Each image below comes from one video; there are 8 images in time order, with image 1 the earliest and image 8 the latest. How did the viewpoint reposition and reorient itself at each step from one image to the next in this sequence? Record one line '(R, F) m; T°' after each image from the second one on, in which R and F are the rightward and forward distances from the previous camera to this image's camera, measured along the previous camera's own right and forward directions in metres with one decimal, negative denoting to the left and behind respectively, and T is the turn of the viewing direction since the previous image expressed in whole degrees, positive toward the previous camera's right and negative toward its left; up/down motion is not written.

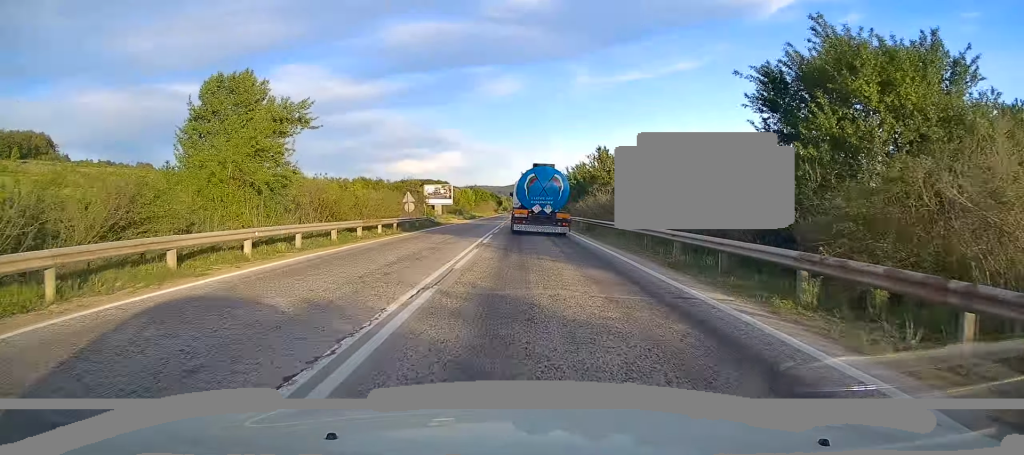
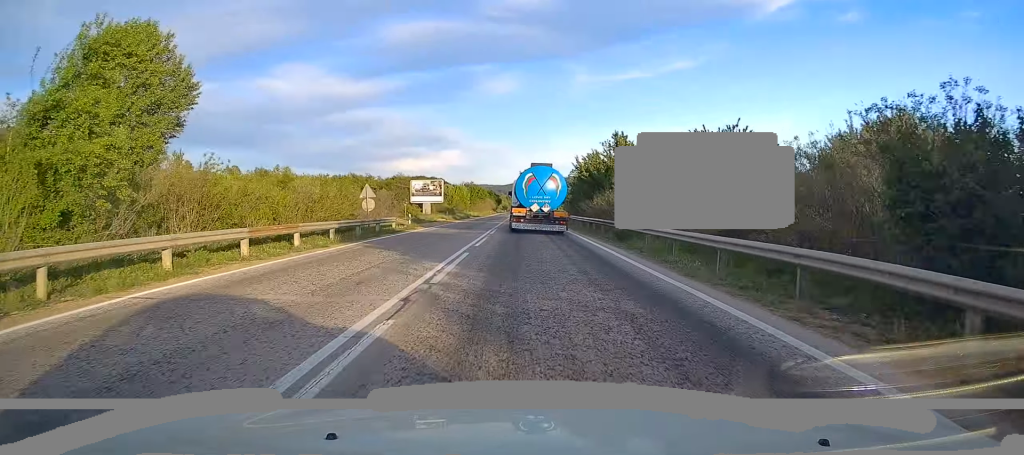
(+0.2, +11.6) m; 0°
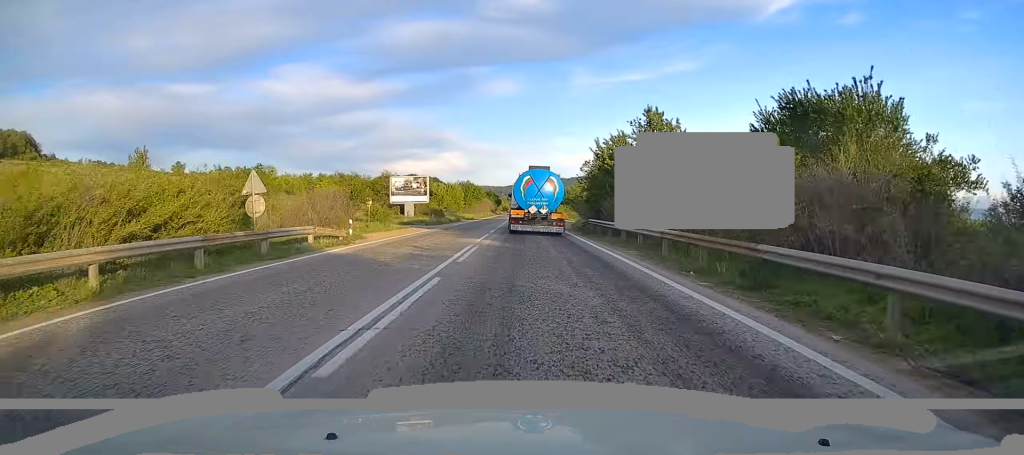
(-0.1, +13.9) m; 0°
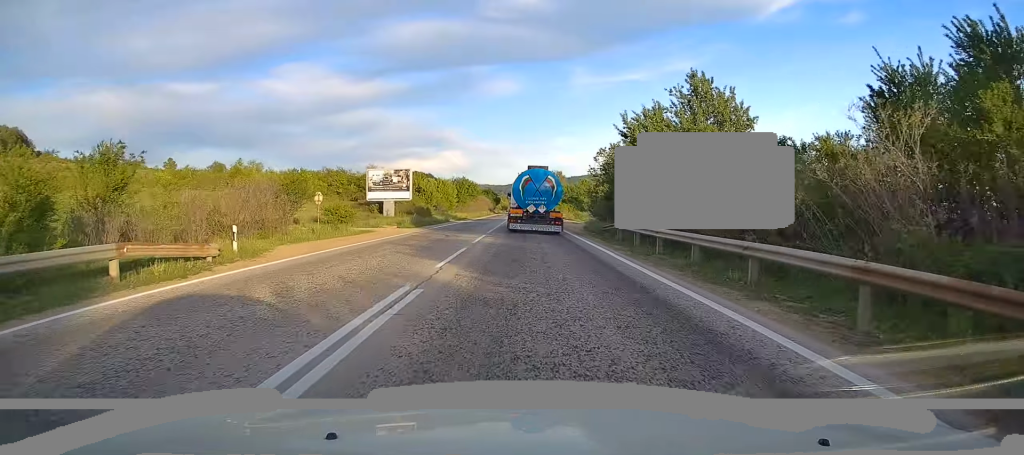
(-0.1, +10.8) m; -1°
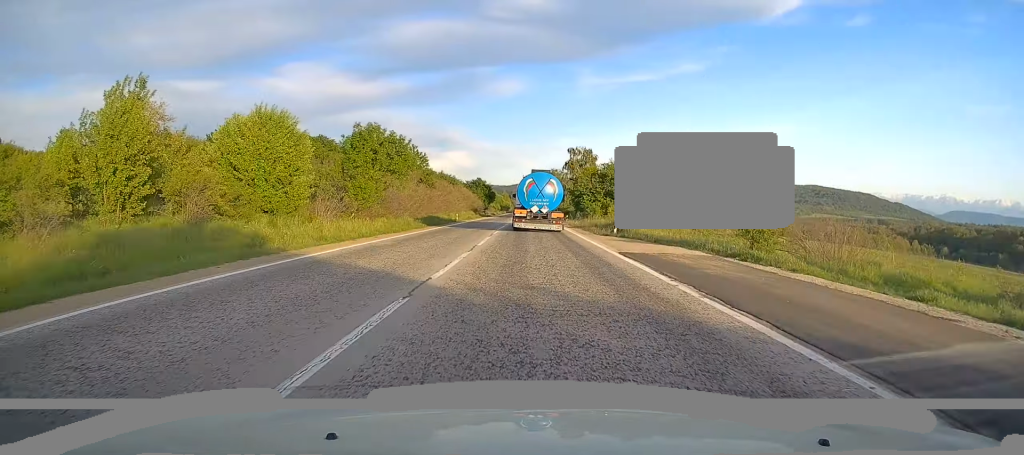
(+0.3, +64.6) m; +1°
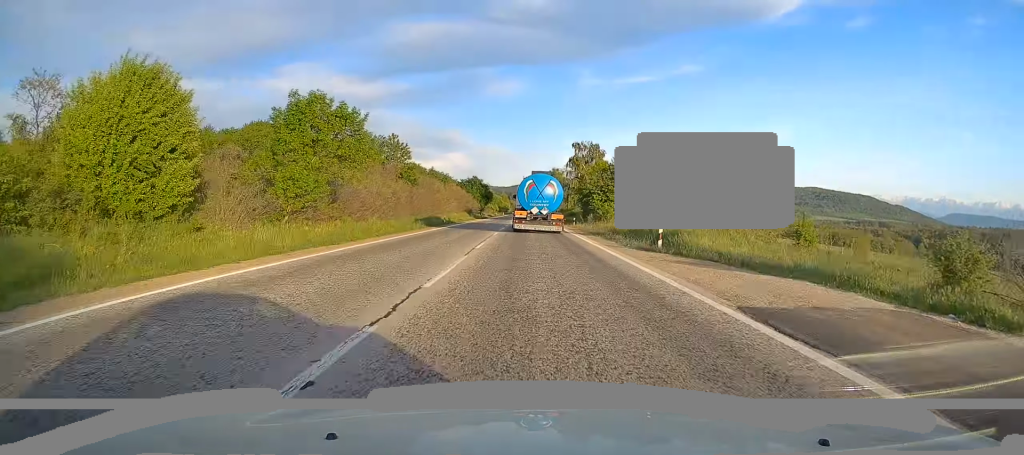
(-0.1, +10.3) m; 0°
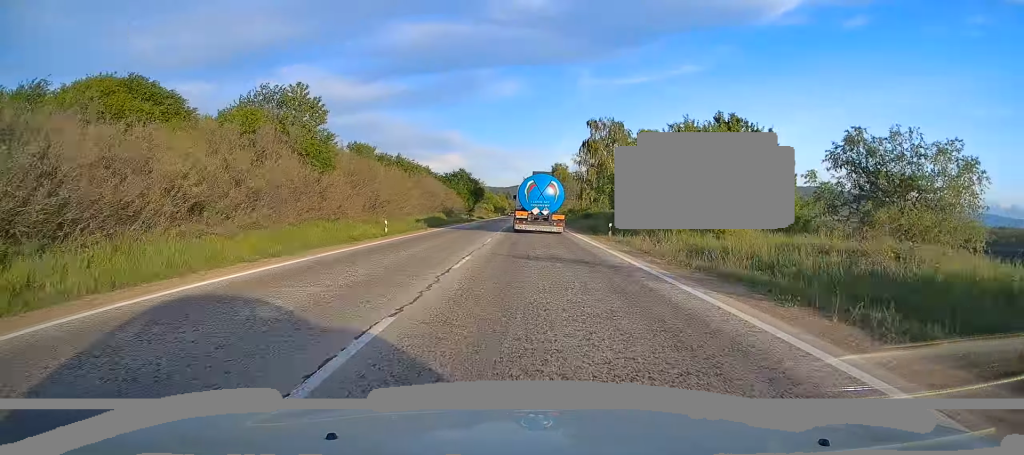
(+0.4, +24.2) m; 0°
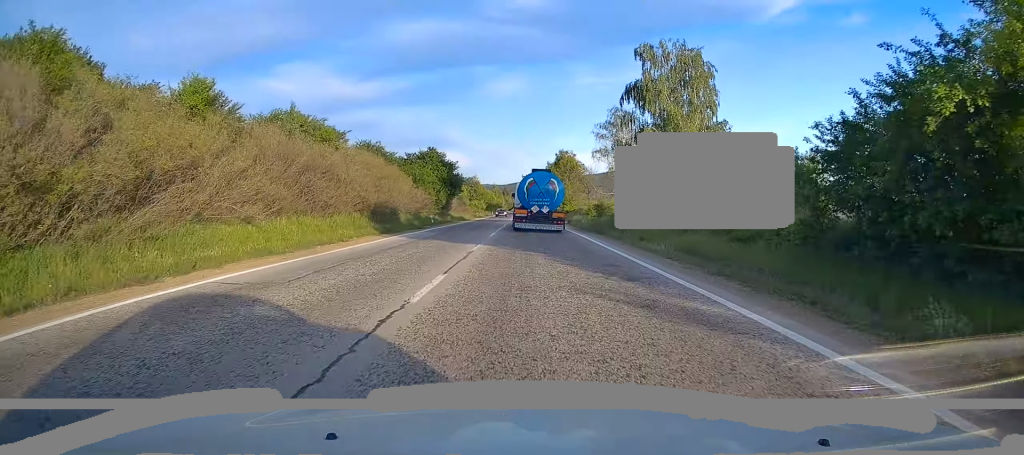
(-0.5, +31.9) m; -1°
